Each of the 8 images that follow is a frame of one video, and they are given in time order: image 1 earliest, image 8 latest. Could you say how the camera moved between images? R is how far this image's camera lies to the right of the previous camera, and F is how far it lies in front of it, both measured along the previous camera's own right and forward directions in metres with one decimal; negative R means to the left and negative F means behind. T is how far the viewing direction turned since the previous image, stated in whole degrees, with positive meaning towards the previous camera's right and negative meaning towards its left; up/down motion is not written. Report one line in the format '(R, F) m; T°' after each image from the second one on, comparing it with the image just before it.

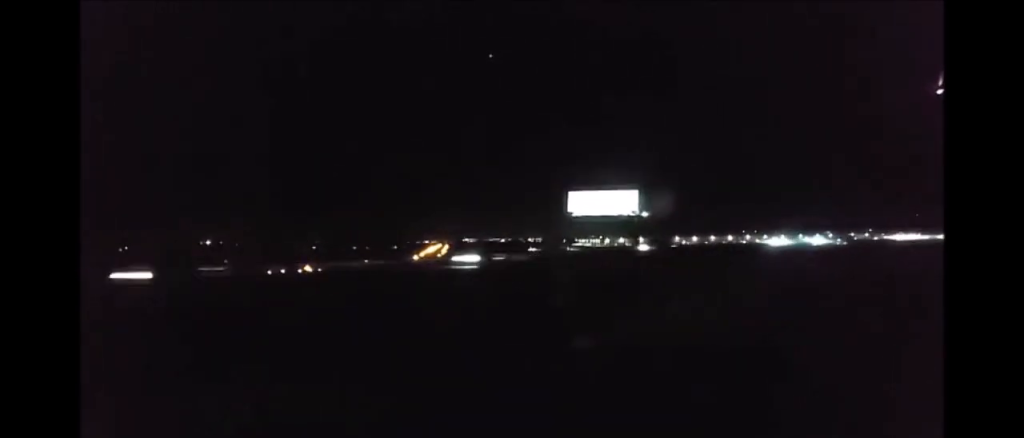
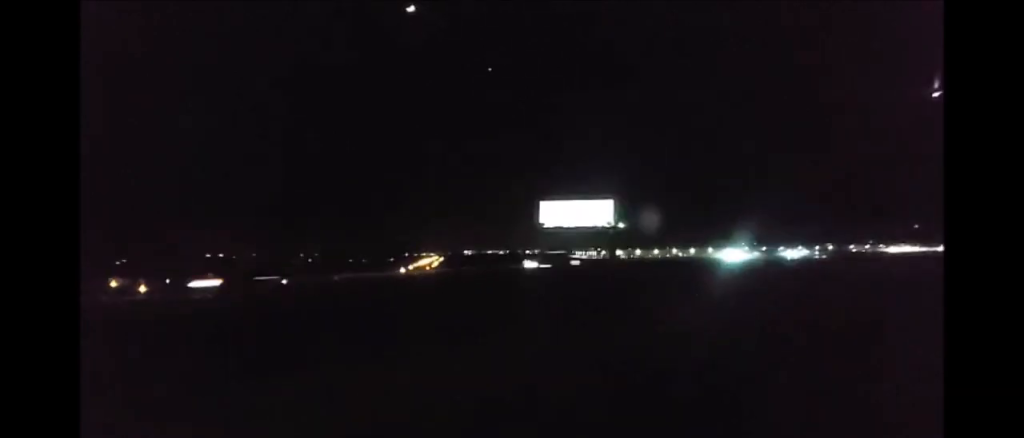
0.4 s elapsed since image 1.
(0.0, +11.1) m; 0°
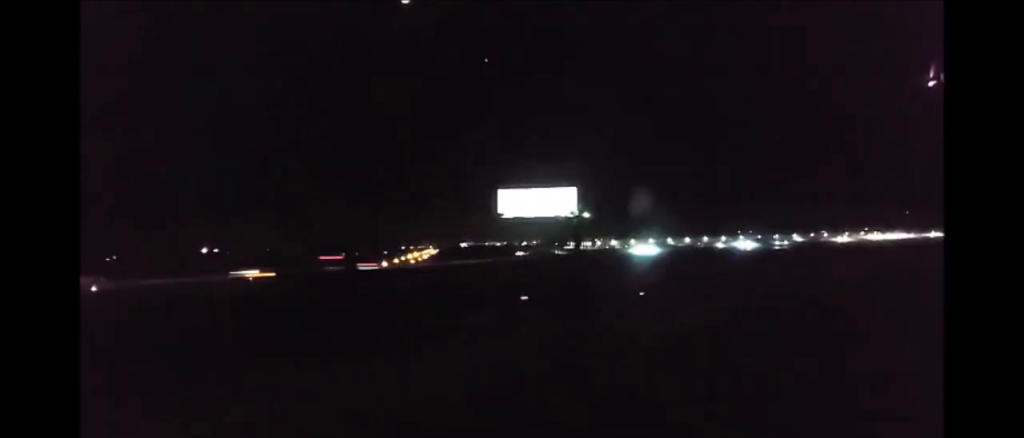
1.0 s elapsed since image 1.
(0.0, +14.6) m; 0°
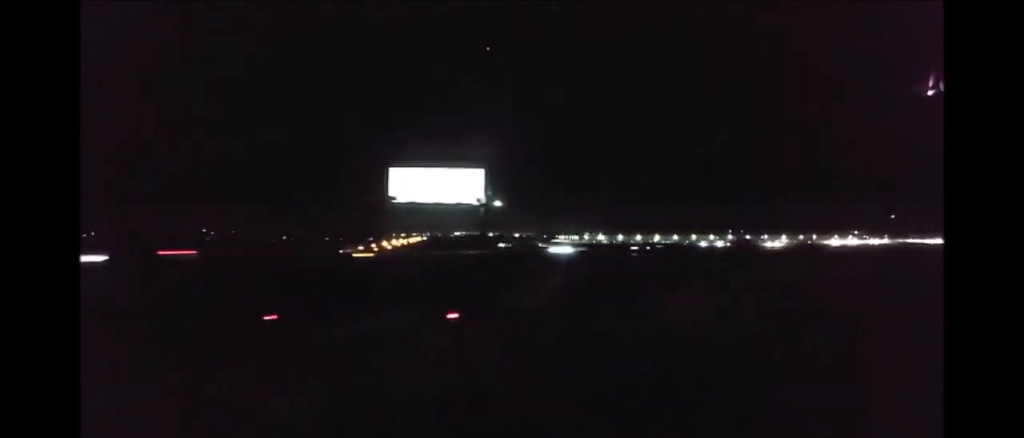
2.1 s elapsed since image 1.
(0.0, +27.7) m; +1°
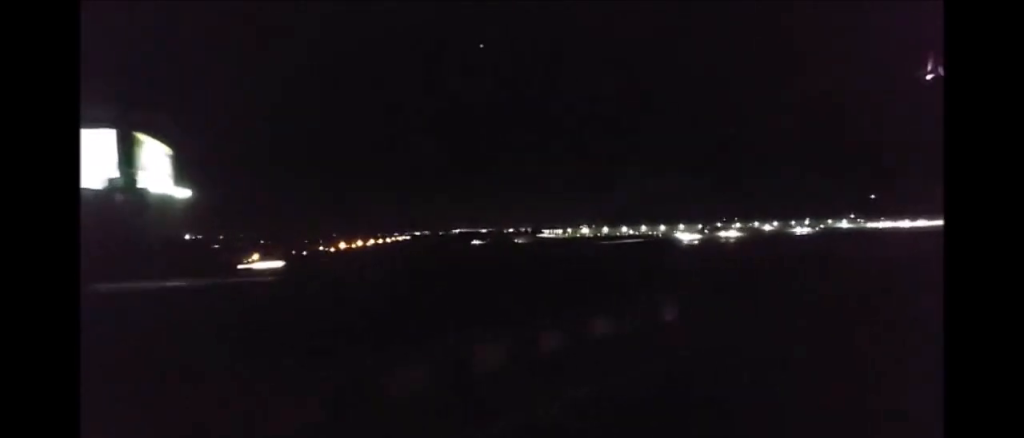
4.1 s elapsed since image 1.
(-0.2, +53.4) m; -1°
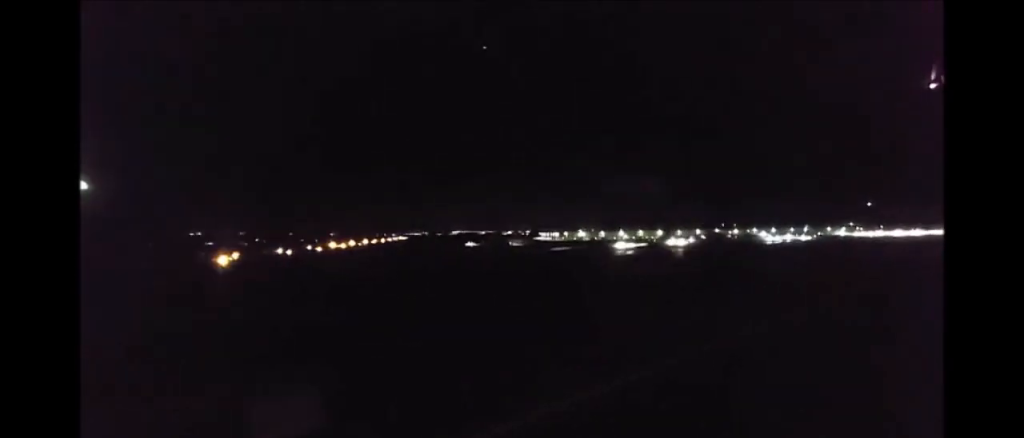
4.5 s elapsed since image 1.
(0.0, +10.5) m; 0°
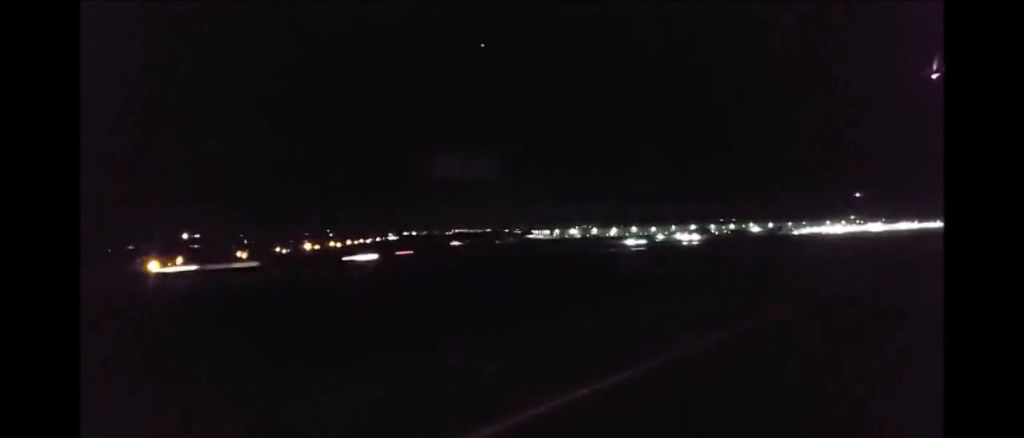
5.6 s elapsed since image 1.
(+0.3, +28.0) m; +1°
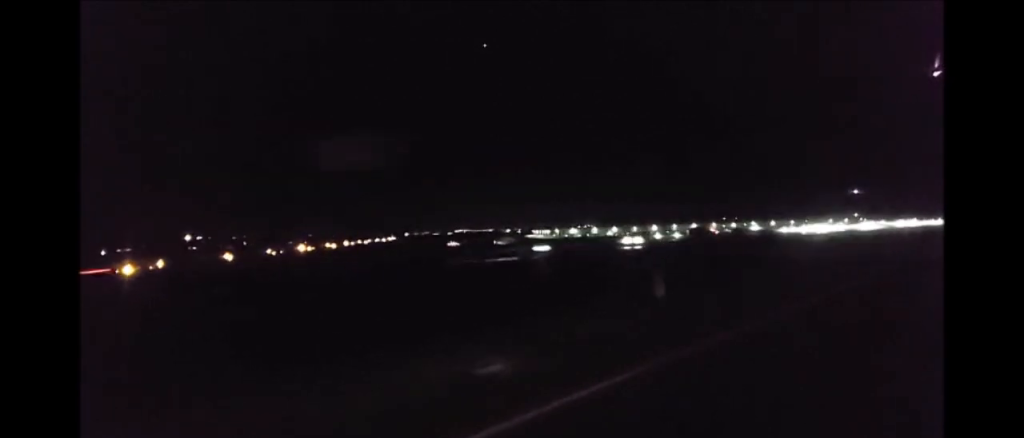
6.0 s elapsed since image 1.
(+0.2, +10.4) m; 0°
